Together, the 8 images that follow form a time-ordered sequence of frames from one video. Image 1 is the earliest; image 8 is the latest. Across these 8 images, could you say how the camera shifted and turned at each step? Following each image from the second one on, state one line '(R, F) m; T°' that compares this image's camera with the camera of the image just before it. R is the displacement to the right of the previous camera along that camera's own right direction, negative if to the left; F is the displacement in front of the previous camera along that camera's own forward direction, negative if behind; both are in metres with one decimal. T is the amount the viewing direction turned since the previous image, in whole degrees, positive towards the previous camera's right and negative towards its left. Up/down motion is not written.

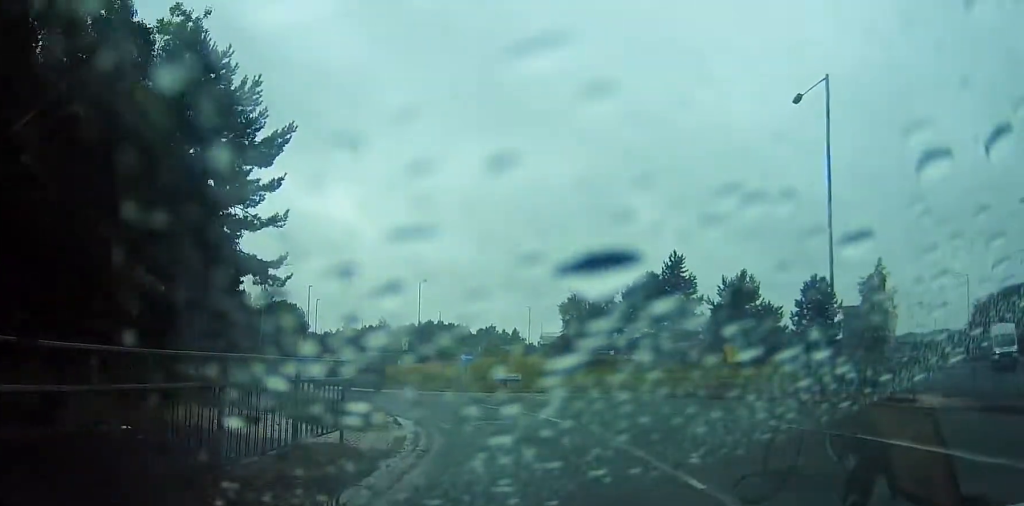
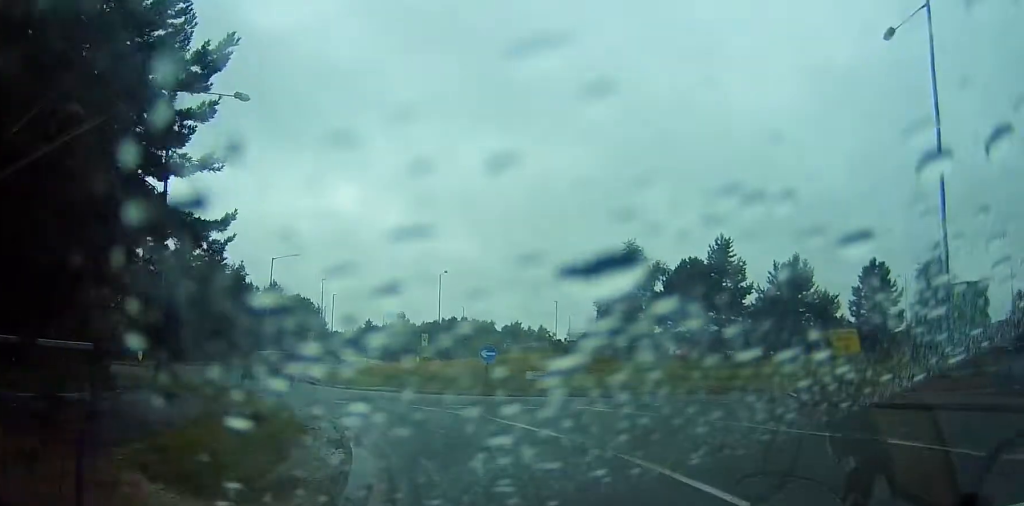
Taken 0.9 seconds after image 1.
(-0.1, +5.7) m; -4°
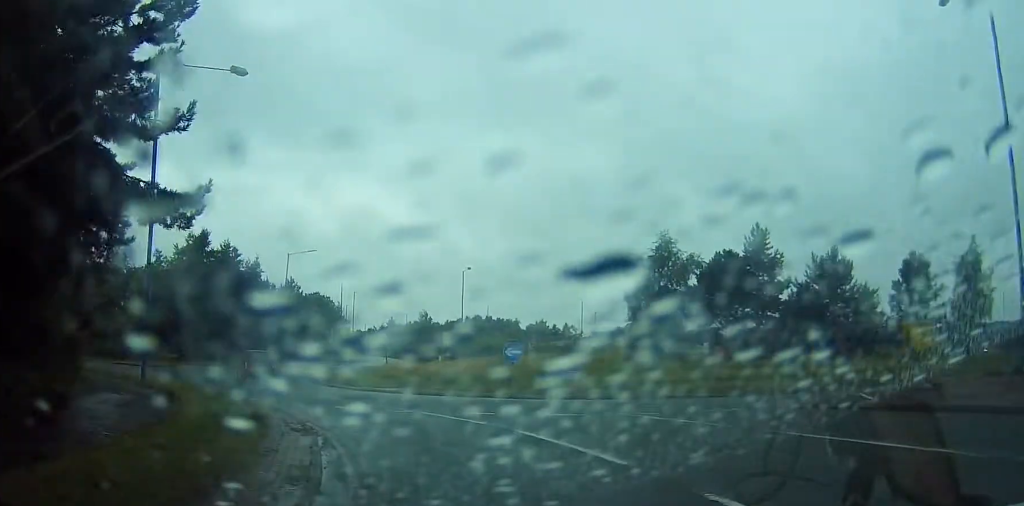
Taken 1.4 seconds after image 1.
(0.0, +2.8) m; -4°
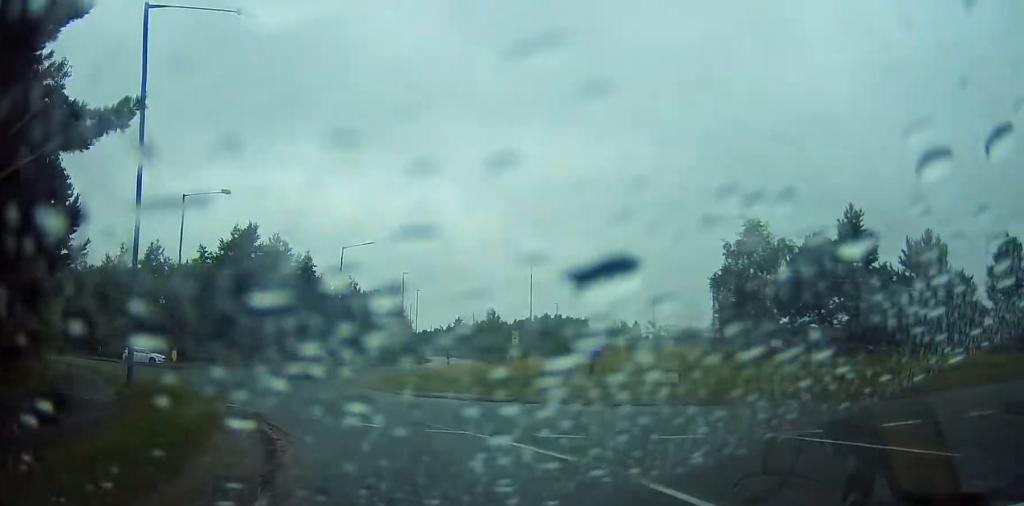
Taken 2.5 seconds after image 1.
(-0.5, +5.7) m; -9°
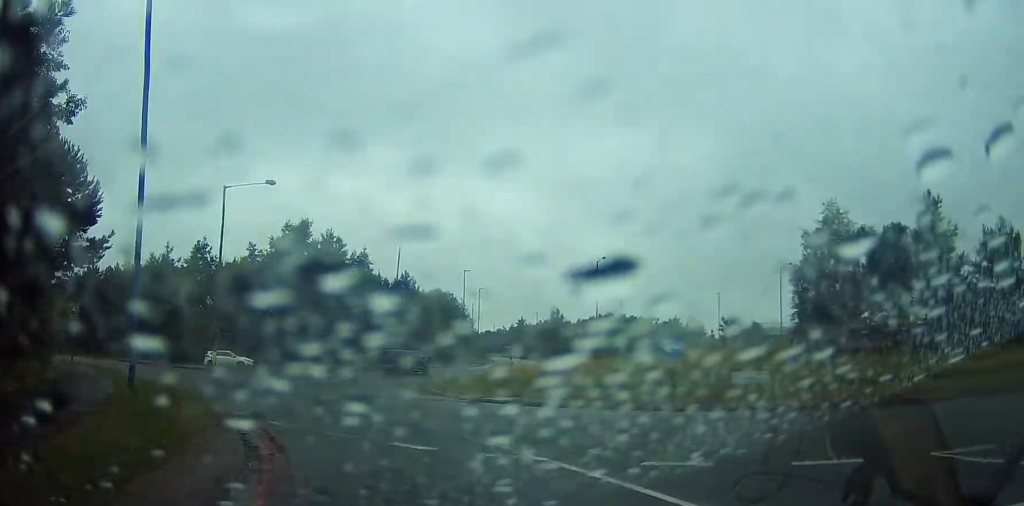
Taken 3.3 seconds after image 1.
(-0.2, +4.4) m; -7°
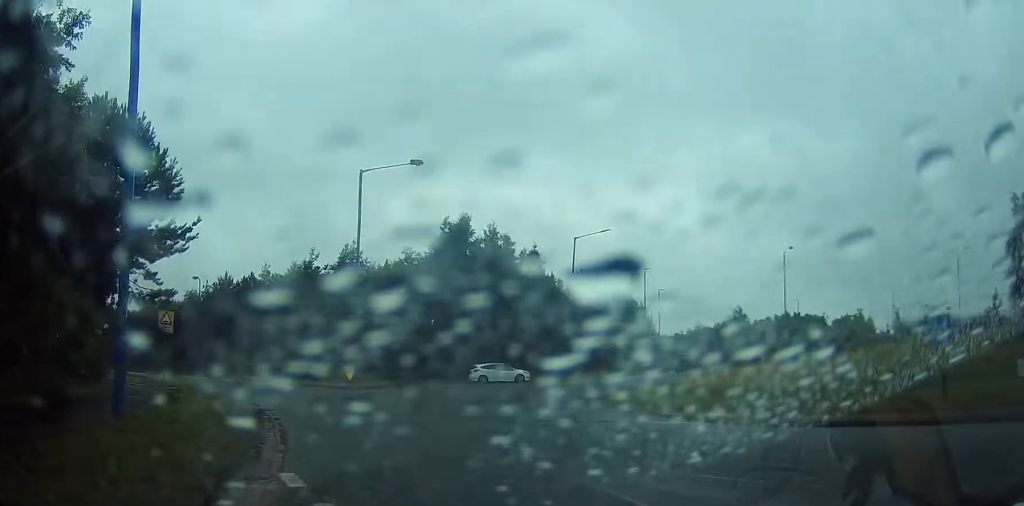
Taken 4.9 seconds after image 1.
(-1.2, +9.6) m; -13°
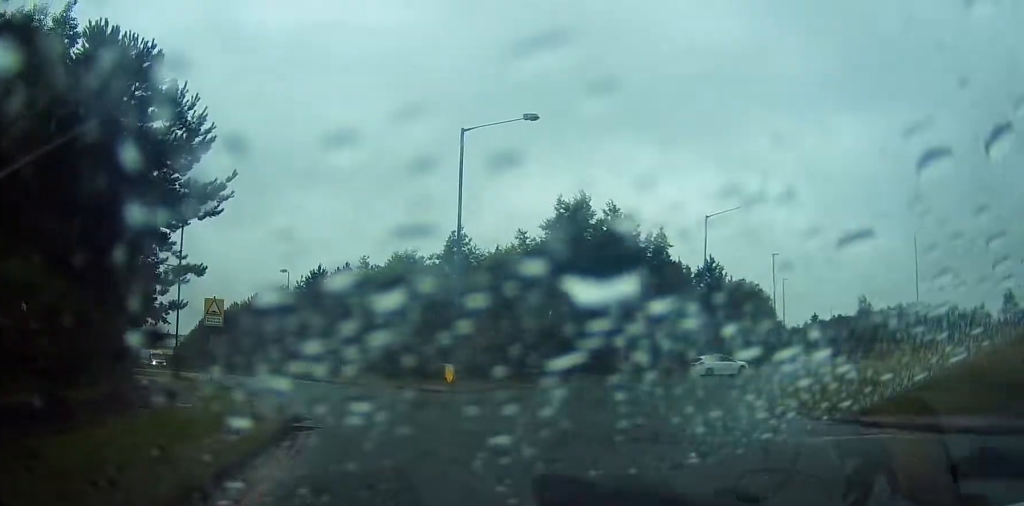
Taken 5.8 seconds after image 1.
(-0.4, +7.1) m; -6°
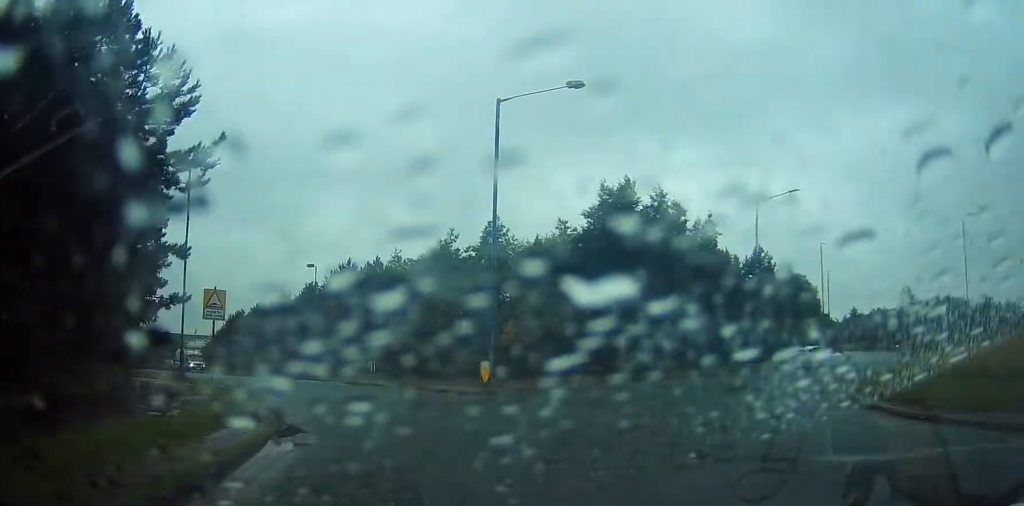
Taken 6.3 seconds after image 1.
(-0.2, +3.6) m; -1°
